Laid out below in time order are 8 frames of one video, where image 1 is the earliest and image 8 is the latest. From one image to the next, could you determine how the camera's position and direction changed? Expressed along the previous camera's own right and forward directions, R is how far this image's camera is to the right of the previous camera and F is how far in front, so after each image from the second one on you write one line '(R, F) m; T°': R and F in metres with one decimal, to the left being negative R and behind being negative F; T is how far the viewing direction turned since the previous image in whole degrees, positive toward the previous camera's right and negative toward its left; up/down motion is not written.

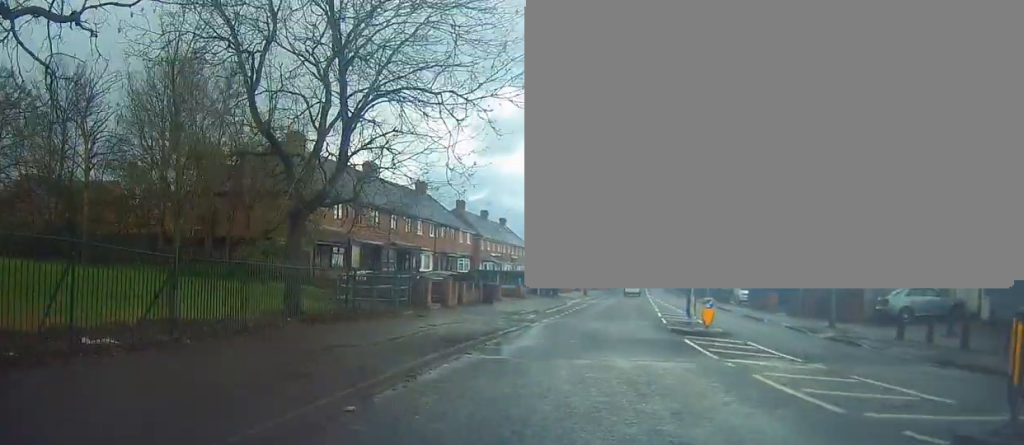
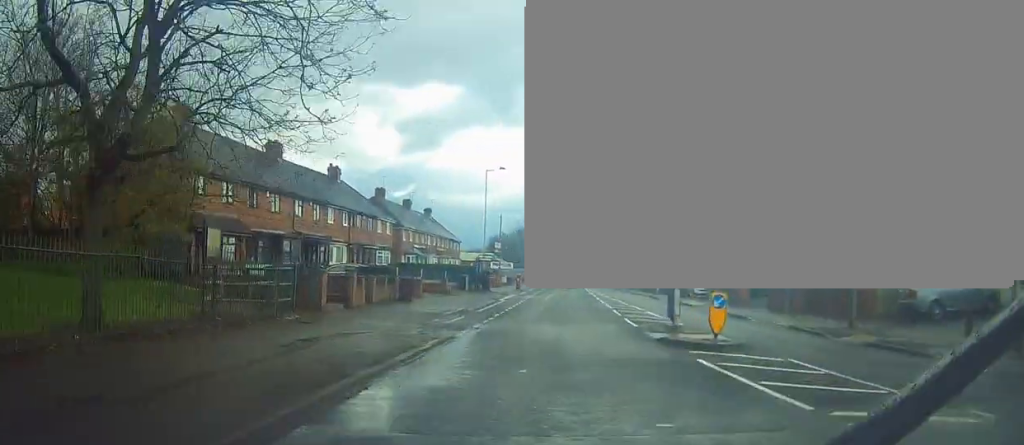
(+0.2, +5.8) m; +3°
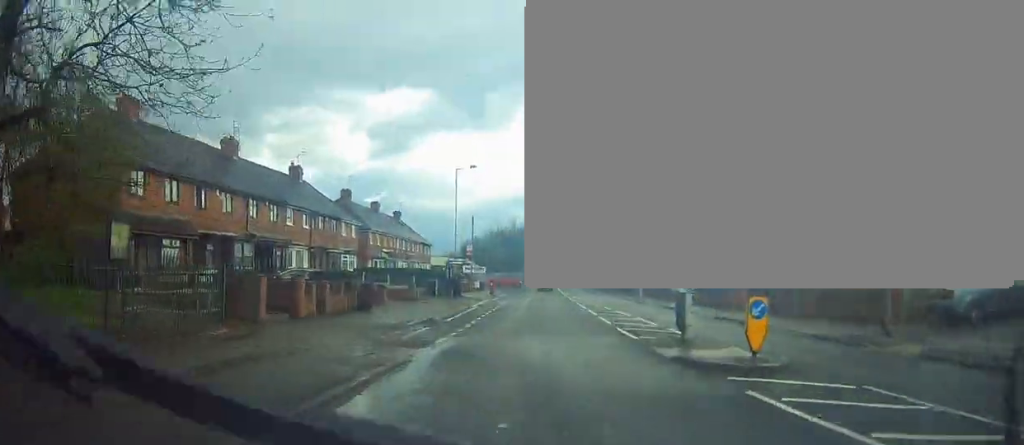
(0.0, +3.2) m; +2°
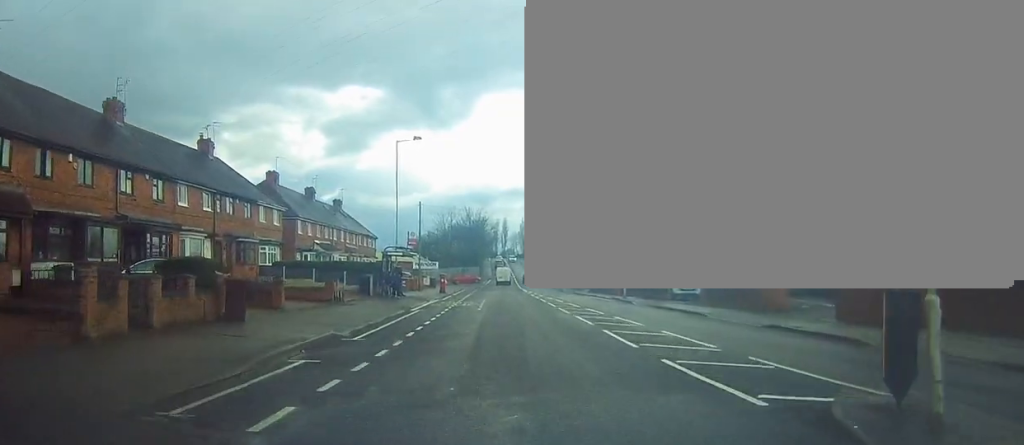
(+0.4, +9.0) m; +5°
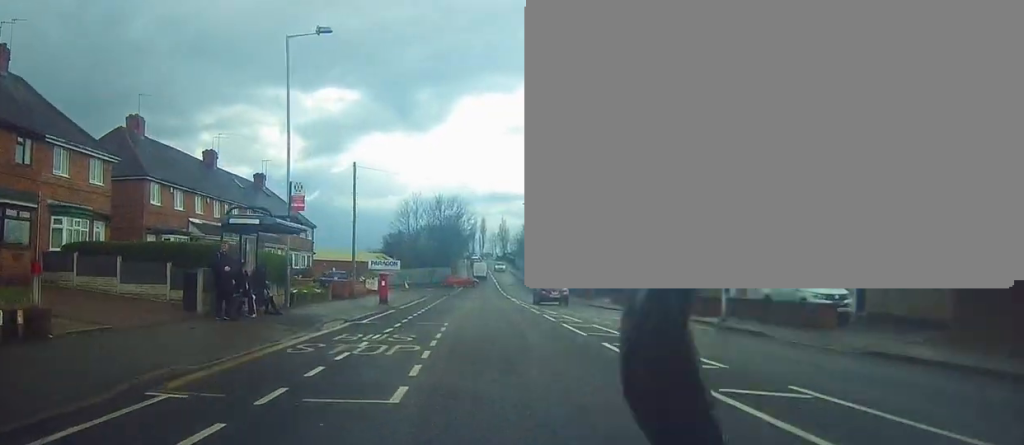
(+0.4, +19.9) m; +1°
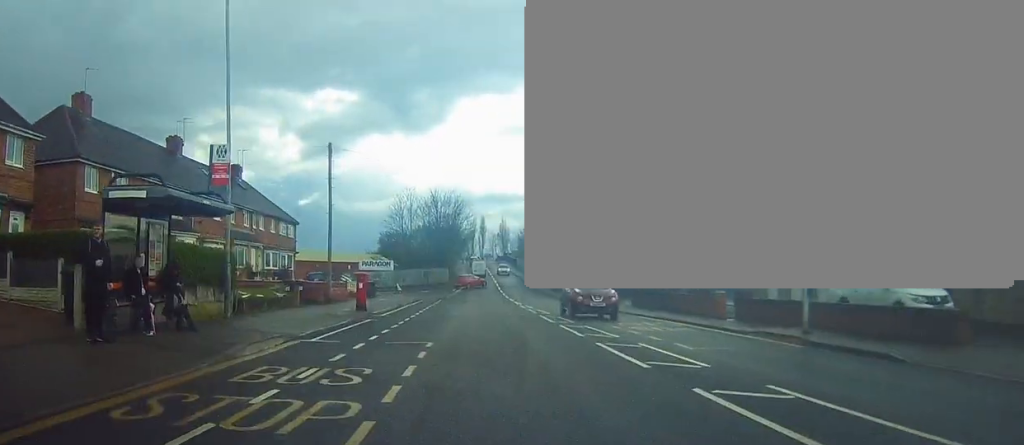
(0.0, +5.7) m; +1°
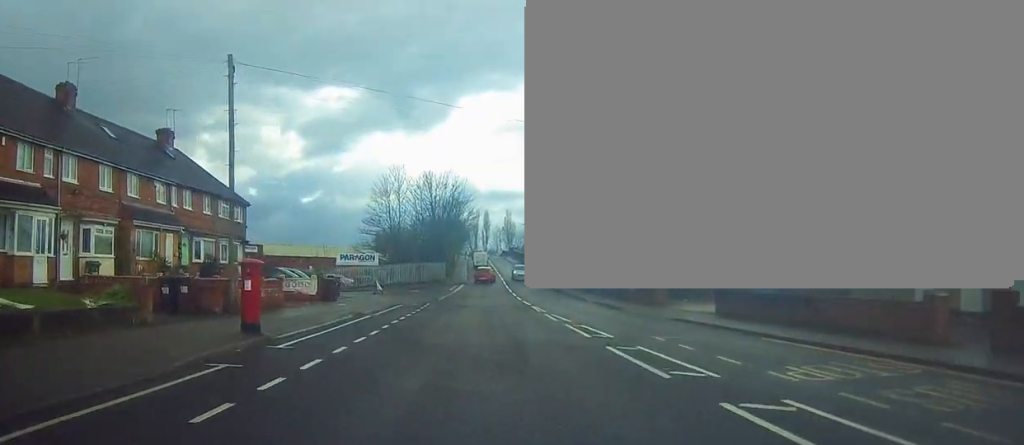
(+0.6, +12.9) m; +1°
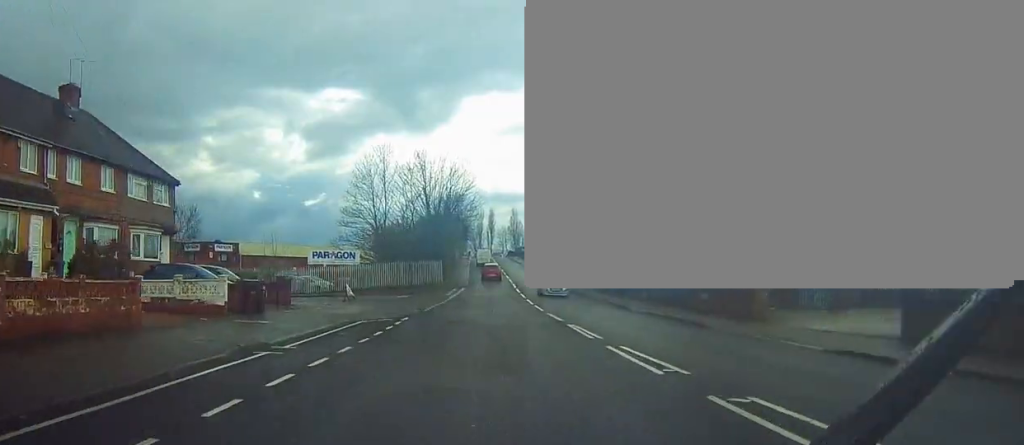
(-0.5, +11.4) m; -4°
